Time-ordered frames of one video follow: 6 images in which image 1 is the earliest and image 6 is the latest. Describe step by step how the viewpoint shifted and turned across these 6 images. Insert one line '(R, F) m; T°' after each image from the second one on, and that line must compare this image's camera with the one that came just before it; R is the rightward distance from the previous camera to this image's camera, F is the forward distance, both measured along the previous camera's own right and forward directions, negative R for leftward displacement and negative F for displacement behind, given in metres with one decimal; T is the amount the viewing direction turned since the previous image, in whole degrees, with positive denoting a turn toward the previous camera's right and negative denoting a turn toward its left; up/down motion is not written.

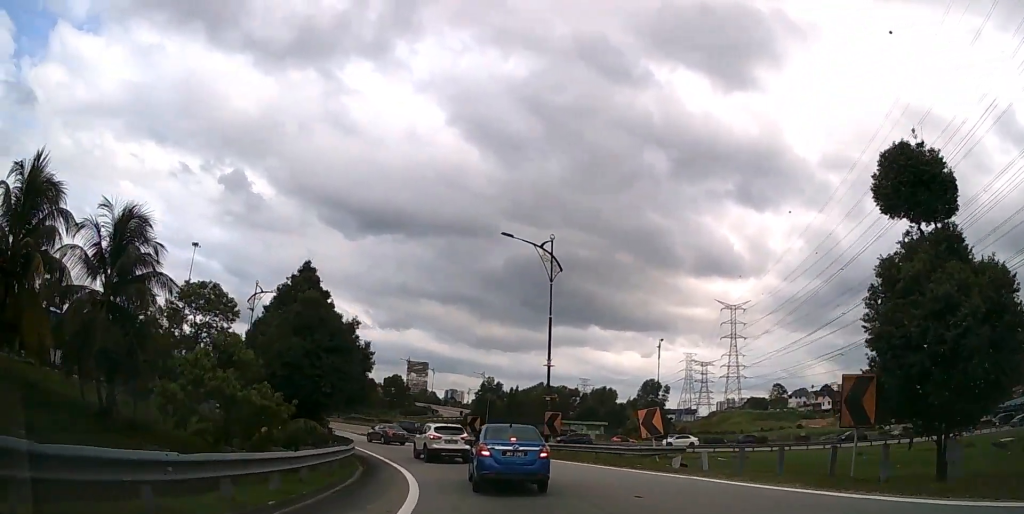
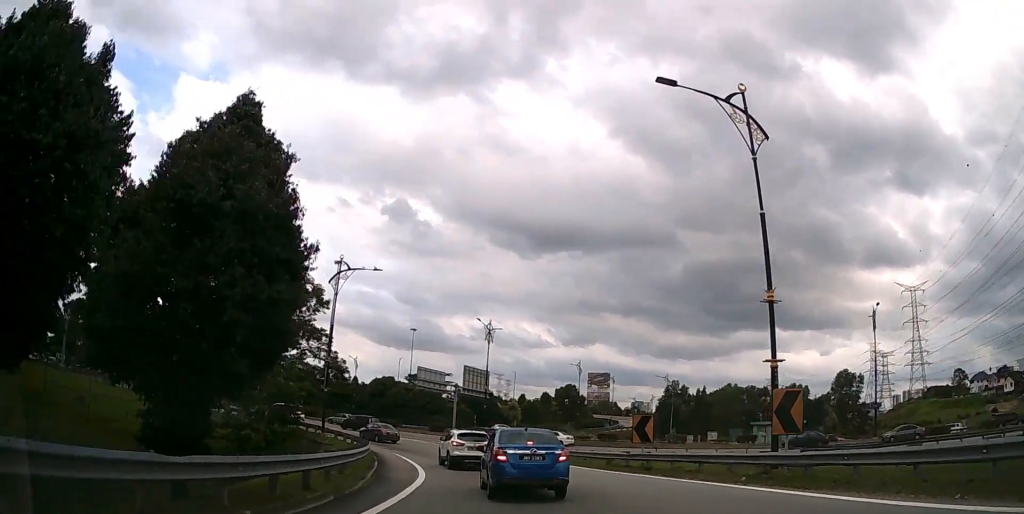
(-1.6, +14.7) m; -15°
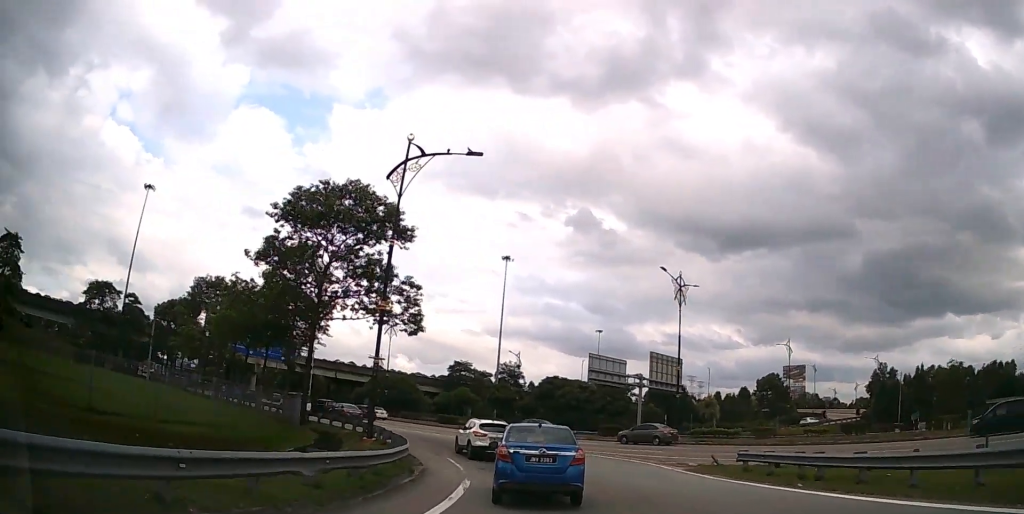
(-4.2, +19.2) m; -23°
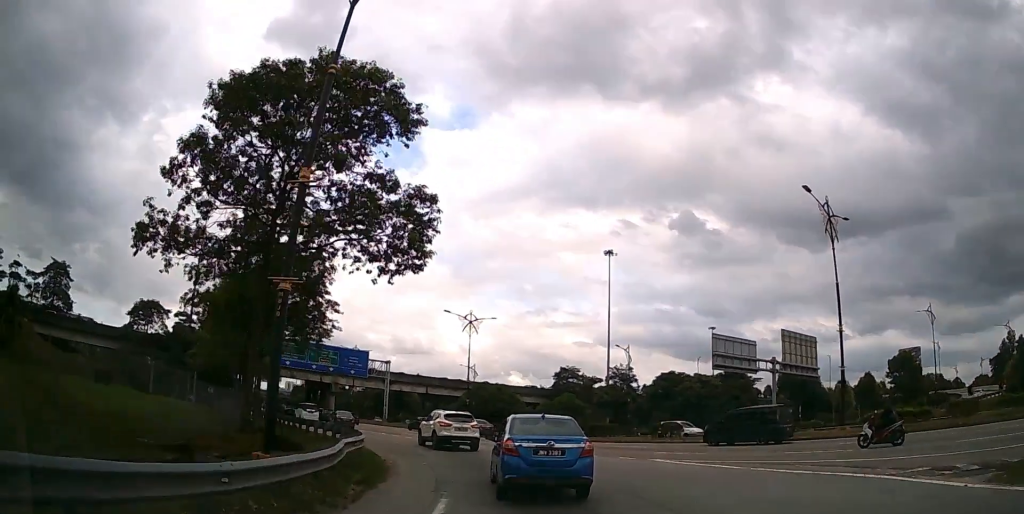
(-1.5, +13.0) m; -13°
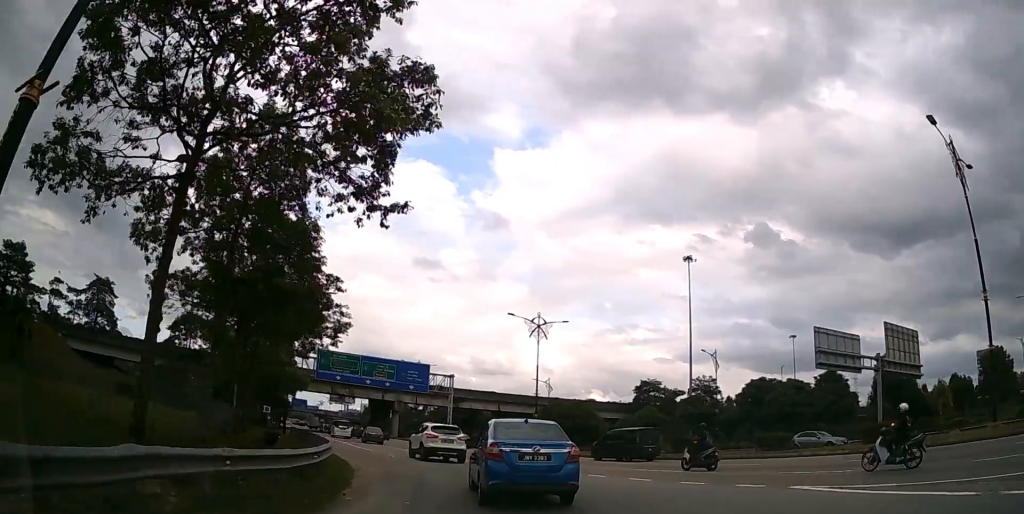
(-0.4, +7.3) m; -9°
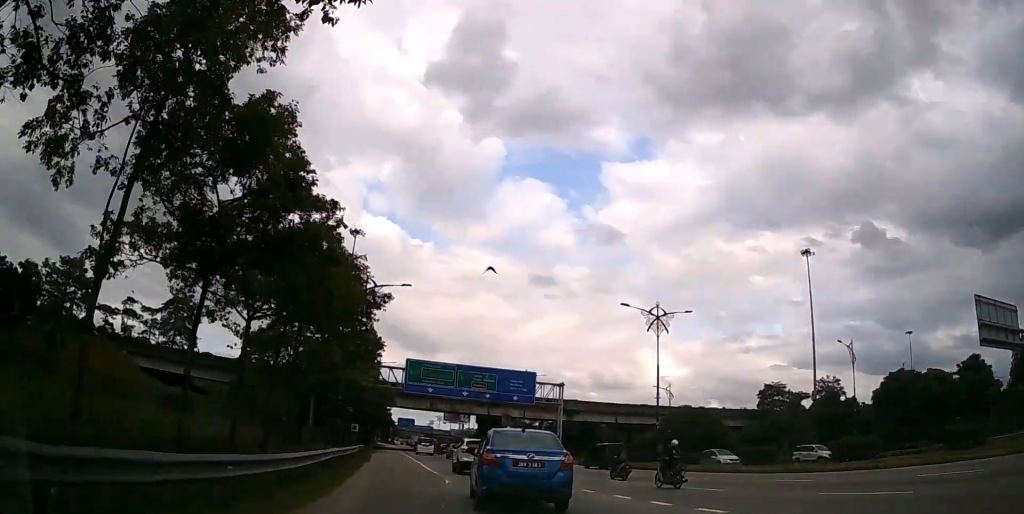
(-0.8, +8.7) m; -13°
